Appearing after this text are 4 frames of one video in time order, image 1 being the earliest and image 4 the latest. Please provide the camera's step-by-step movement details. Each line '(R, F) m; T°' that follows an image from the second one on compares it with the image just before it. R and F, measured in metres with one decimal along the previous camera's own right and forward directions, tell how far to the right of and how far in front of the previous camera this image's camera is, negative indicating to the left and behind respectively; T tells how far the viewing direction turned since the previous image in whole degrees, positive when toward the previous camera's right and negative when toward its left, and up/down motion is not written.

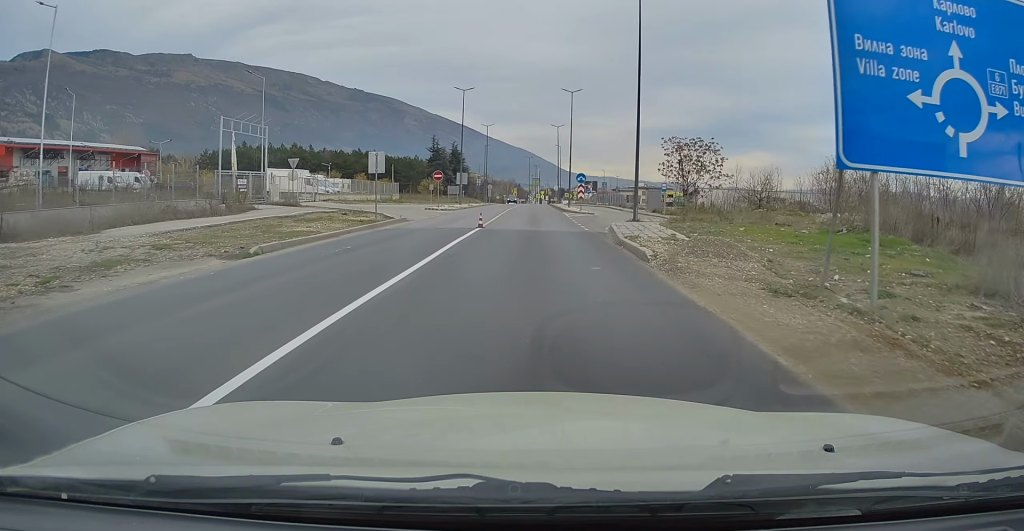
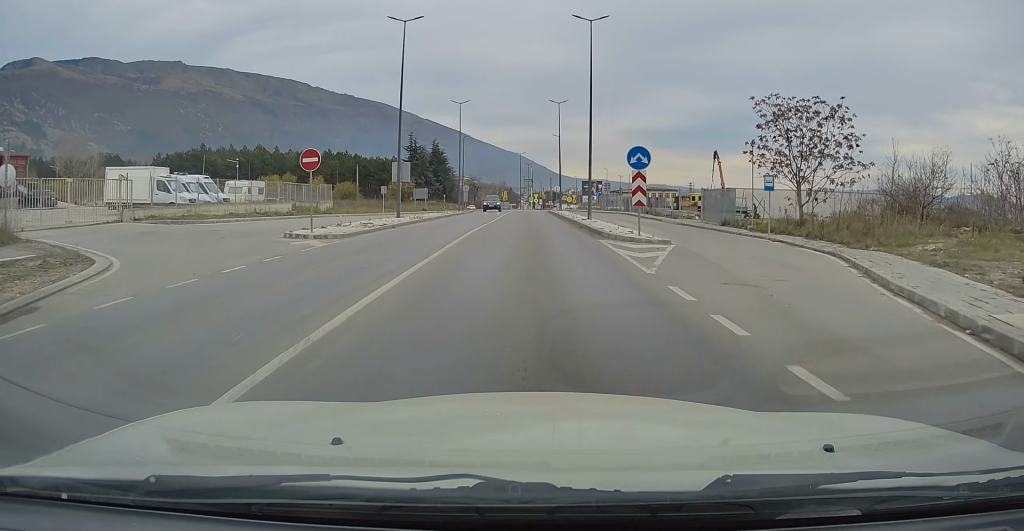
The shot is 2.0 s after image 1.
(+1.7, +24.9) m; +4°
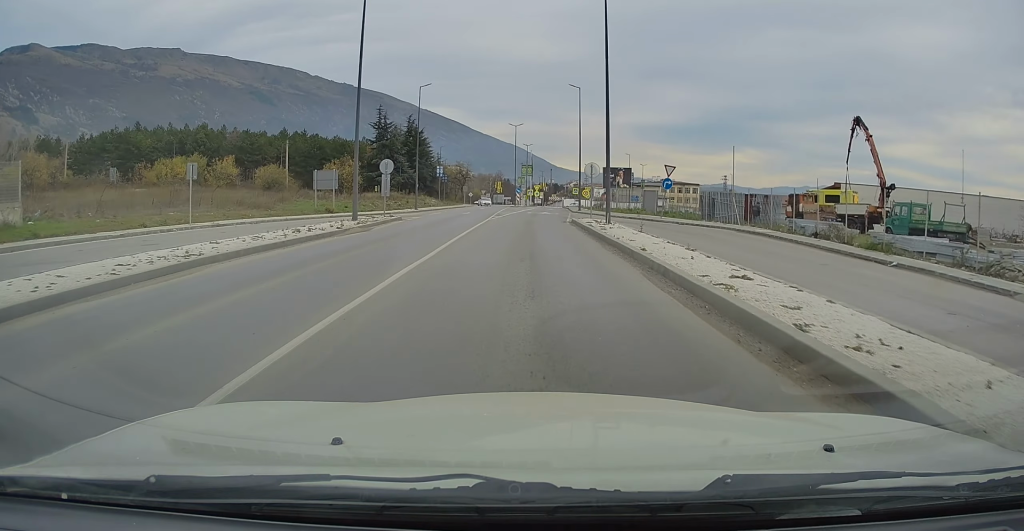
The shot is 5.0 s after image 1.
(-1.3, +37.7) m; -2°
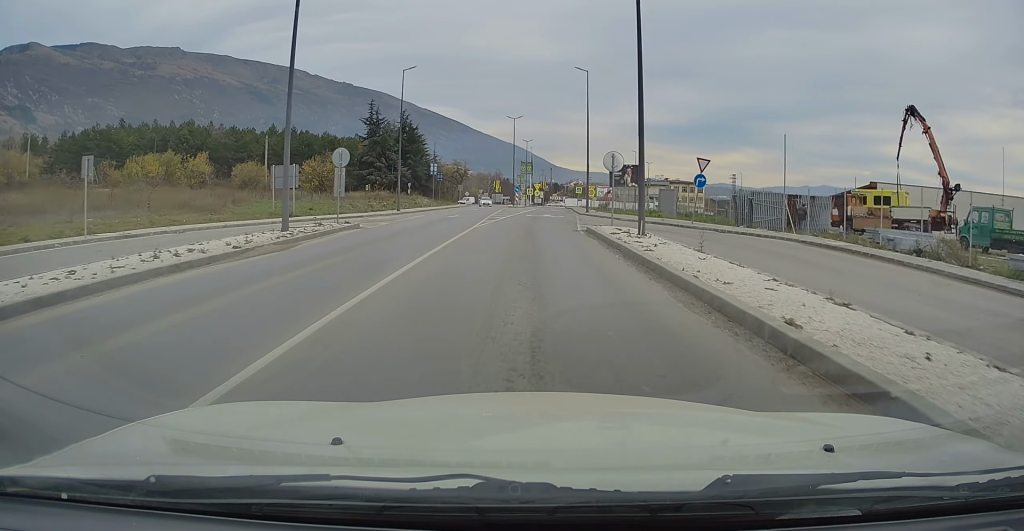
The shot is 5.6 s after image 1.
(0.0, +7.5) m; 0°
